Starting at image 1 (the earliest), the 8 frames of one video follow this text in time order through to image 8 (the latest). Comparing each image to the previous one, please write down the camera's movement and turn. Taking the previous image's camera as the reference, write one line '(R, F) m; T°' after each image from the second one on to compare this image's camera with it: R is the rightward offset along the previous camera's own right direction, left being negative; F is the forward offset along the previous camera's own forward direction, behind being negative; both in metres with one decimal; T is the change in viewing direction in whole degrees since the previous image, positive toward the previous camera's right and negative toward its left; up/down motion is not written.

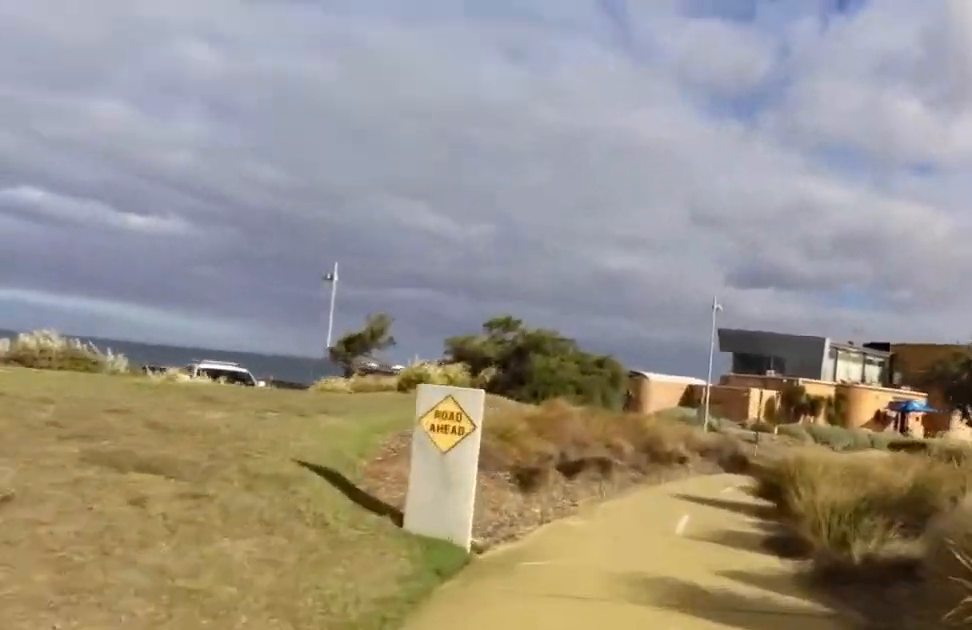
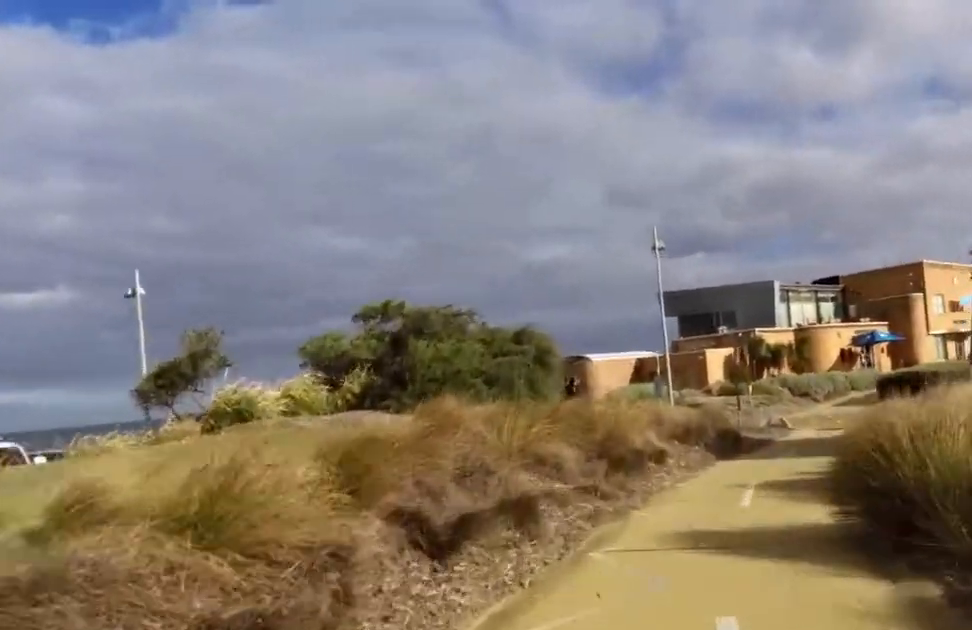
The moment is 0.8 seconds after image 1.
(-0.8, +5.9) m; 0°
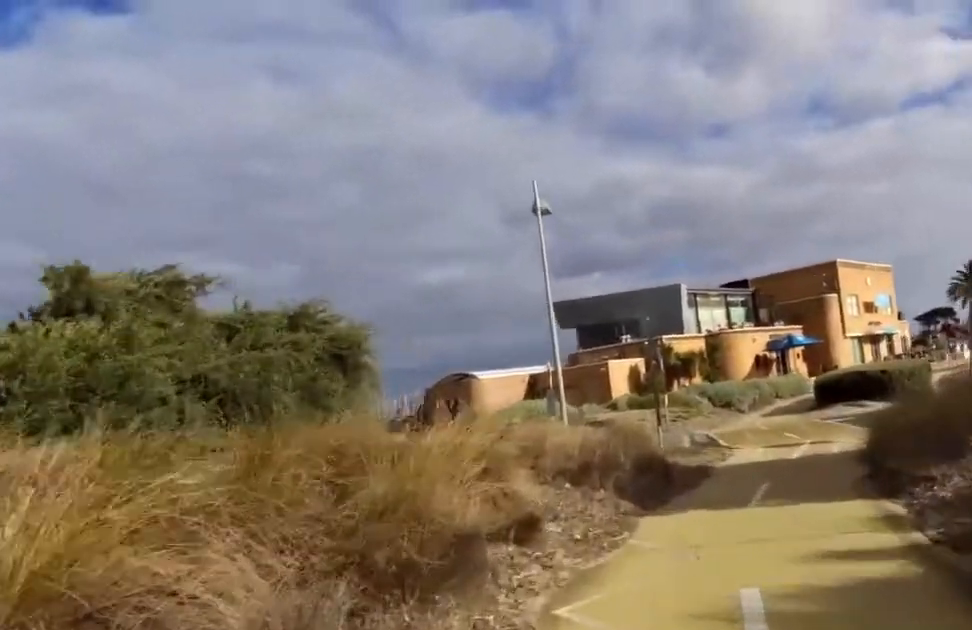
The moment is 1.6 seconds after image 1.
(+0.4, +5.3) m; +5°
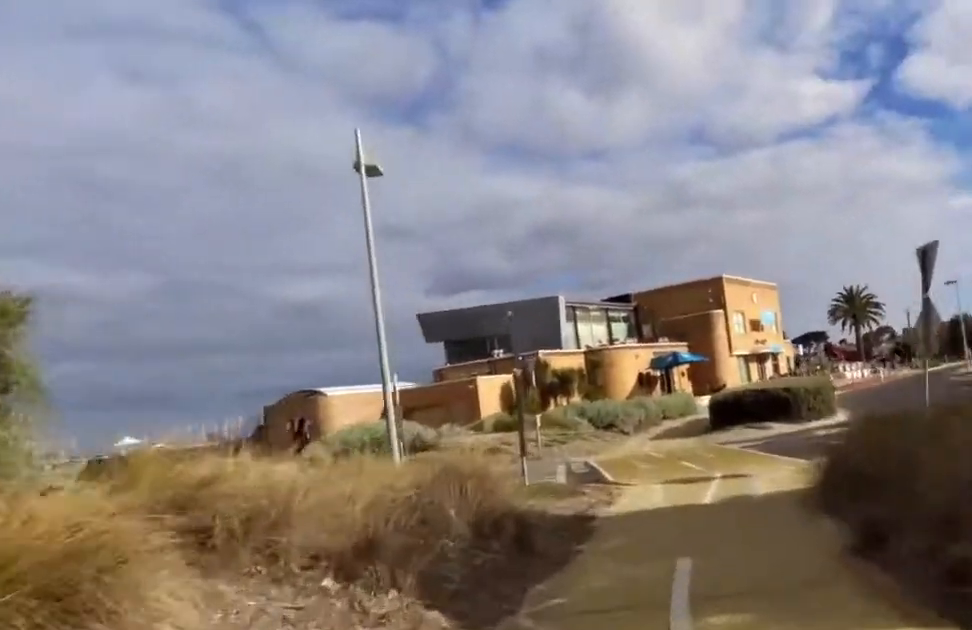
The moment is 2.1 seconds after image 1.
(+0.2, +3.4) m; +4°
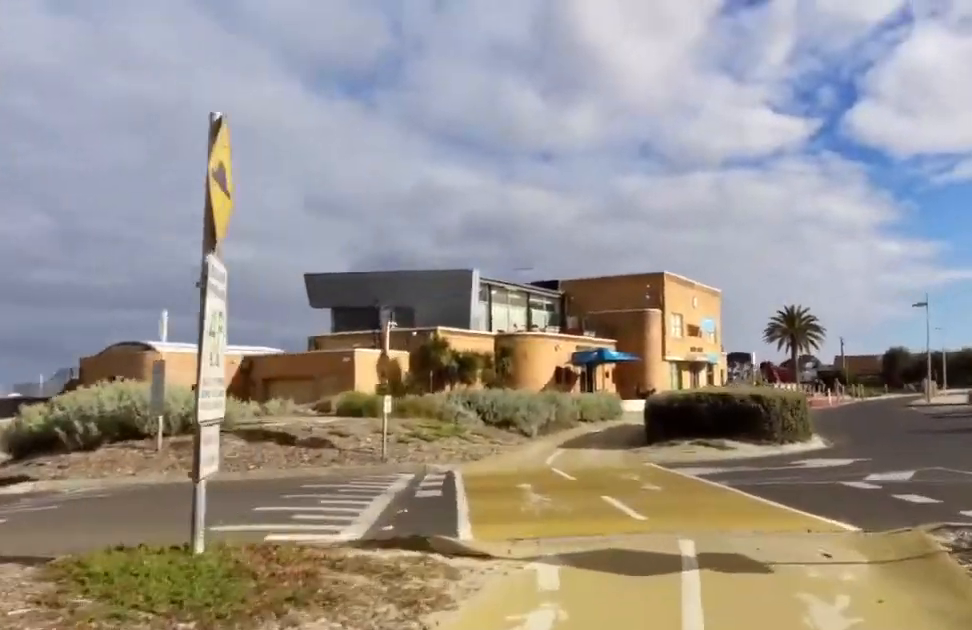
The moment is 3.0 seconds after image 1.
(+0.1, +6.3) m; 0°
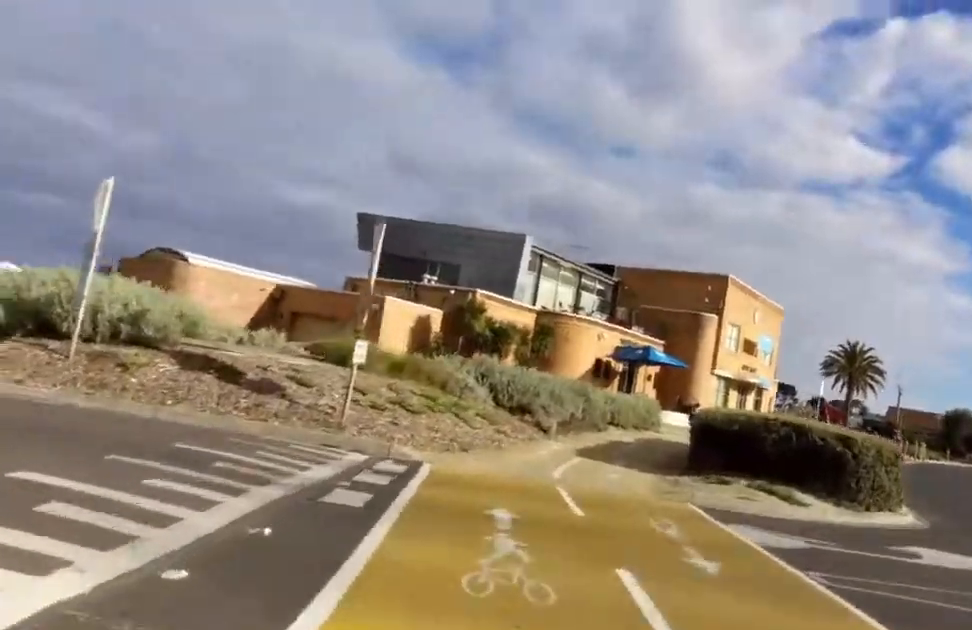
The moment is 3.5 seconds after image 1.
(0.0, +3.3) m; 0°
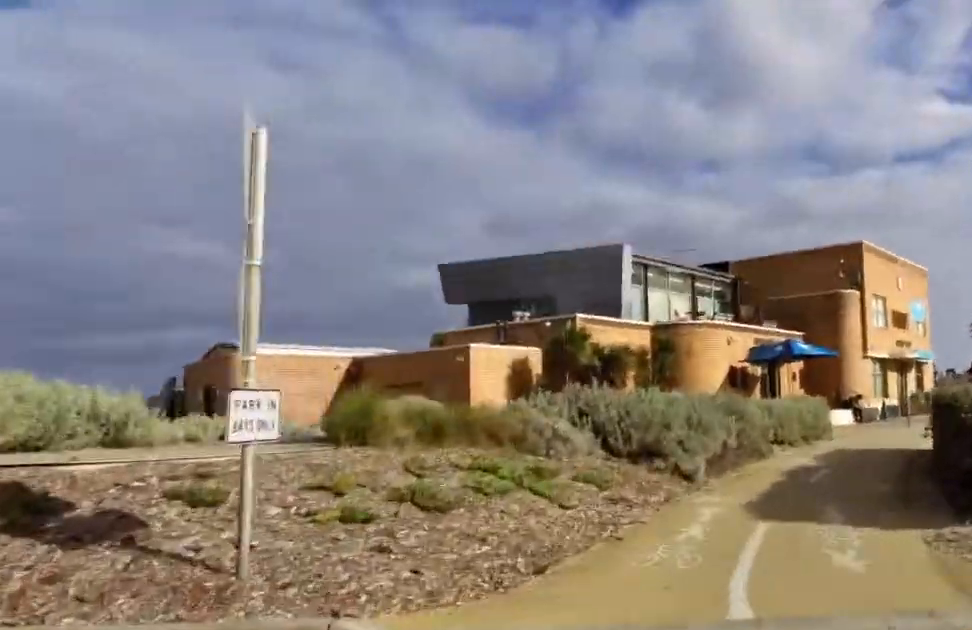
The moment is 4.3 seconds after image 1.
(0.0, +5.1) m; +3°
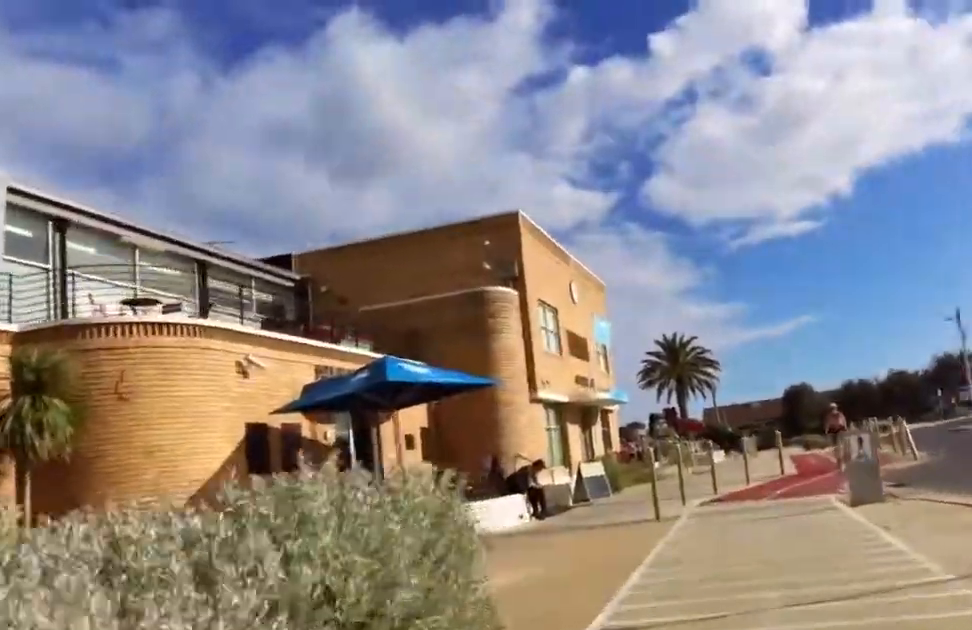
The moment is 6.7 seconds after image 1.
(+1.5, +15.1) m; +15°
